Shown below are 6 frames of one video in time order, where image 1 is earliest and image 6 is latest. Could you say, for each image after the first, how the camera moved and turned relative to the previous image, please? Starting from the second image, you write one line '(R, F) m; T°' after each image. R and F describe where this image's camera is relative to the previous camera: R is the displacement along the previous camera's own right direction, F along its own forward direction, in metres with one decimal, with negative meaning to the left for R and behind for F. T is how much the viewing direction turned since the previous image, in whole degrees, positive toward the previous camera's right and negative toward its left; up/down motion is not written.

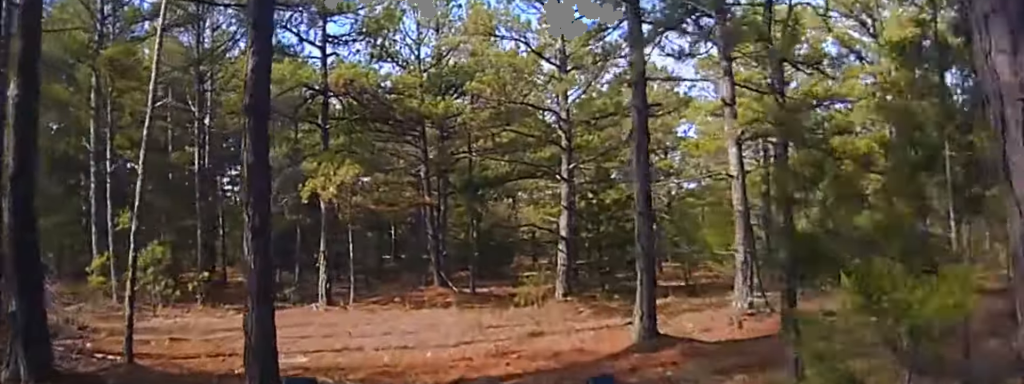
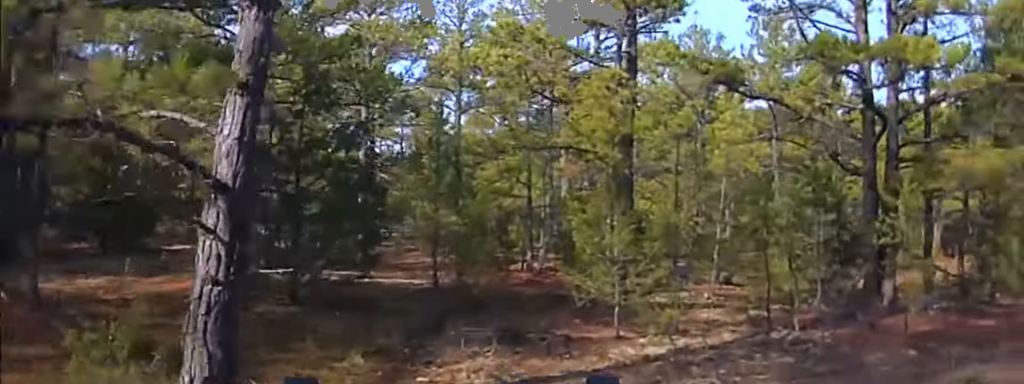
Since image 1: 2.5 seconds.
(+0.5, +10.9) m; +14°
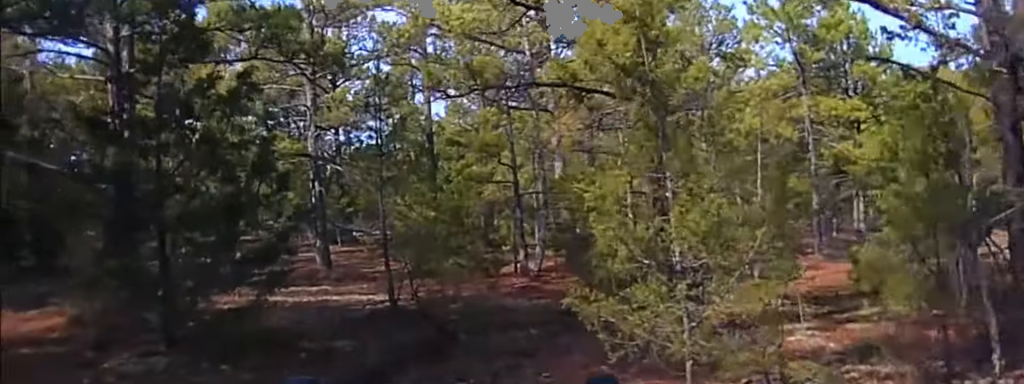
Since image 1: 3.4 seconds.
(+0.3, +4.0) m; +7°
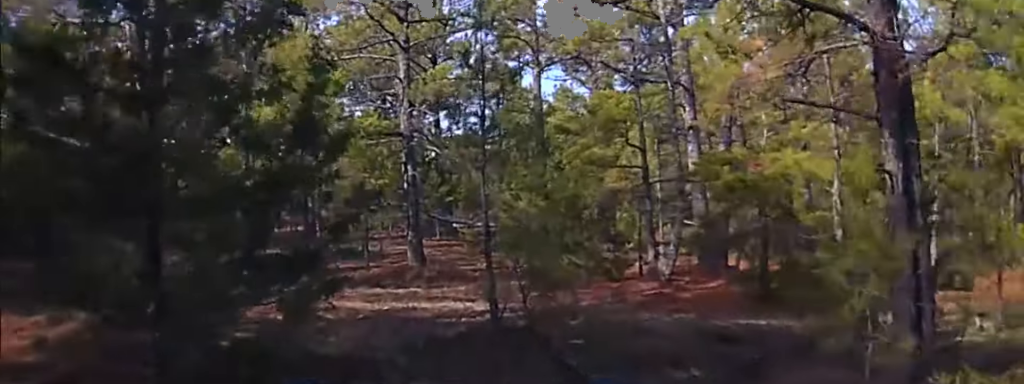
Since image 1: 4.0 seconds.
(+0.1, +2.7) m; +3°
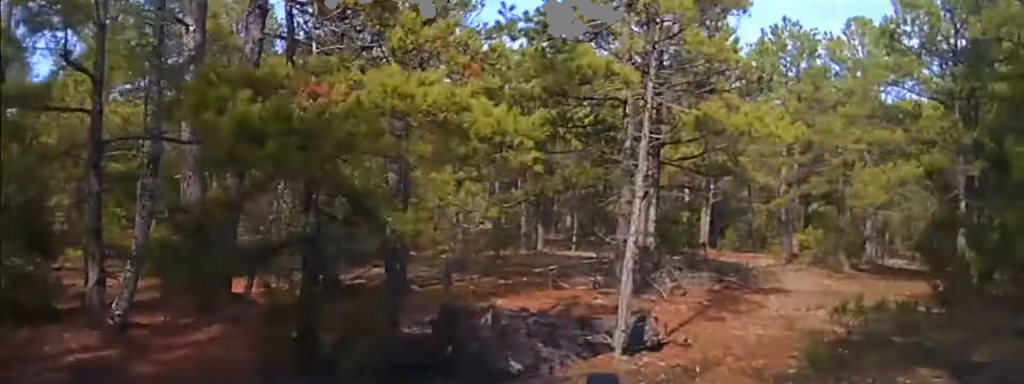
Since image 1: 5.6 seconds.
(+1.2, +6.7) m; +28°
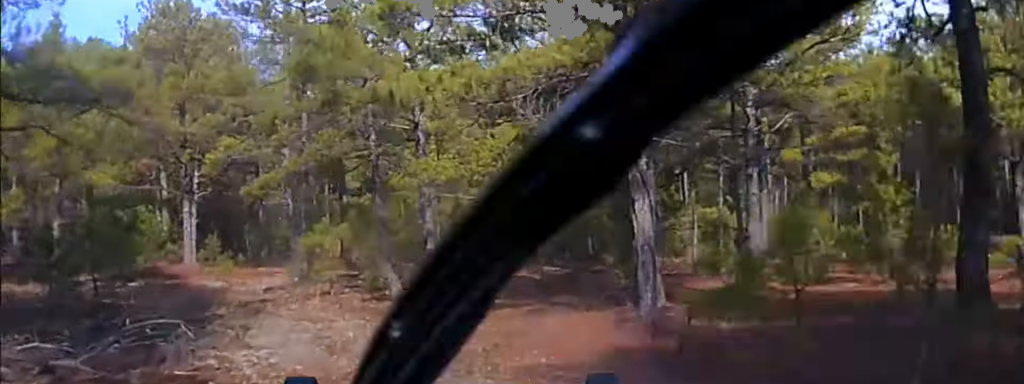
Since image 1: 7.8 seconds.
(+3.2, +8.1) m; +30°
